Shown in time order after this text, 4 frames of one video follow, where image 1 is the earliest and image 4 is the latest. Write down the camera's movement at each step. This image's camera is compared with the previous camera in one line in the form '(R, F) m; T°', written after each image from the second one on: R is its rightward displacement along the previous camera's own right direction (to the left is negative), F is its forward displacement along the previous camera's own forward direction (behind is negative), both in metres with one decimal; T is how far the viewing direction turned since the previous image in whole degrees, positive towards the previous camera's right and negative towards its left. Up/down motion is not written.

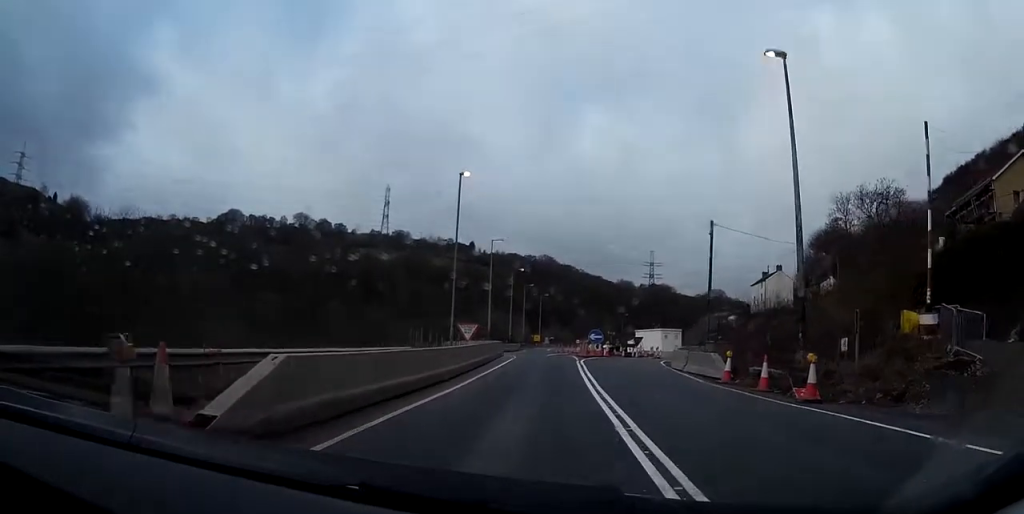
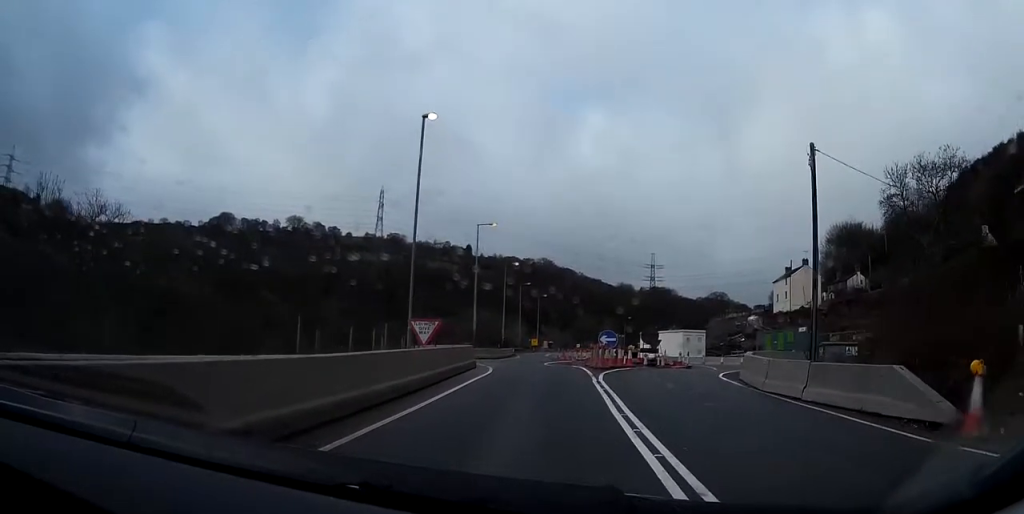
(+0.2, +14.2) m; +1°
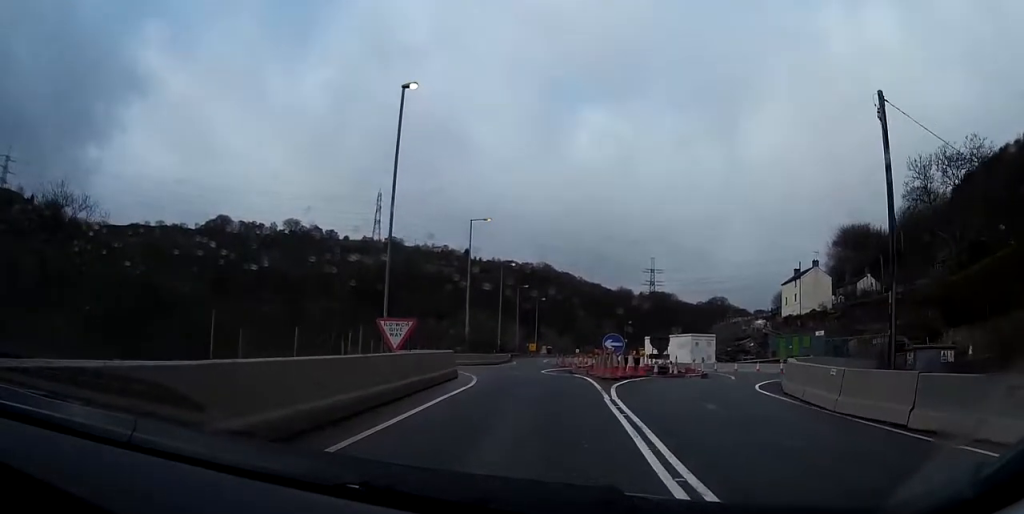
(0.0, +5.0) m; 0°
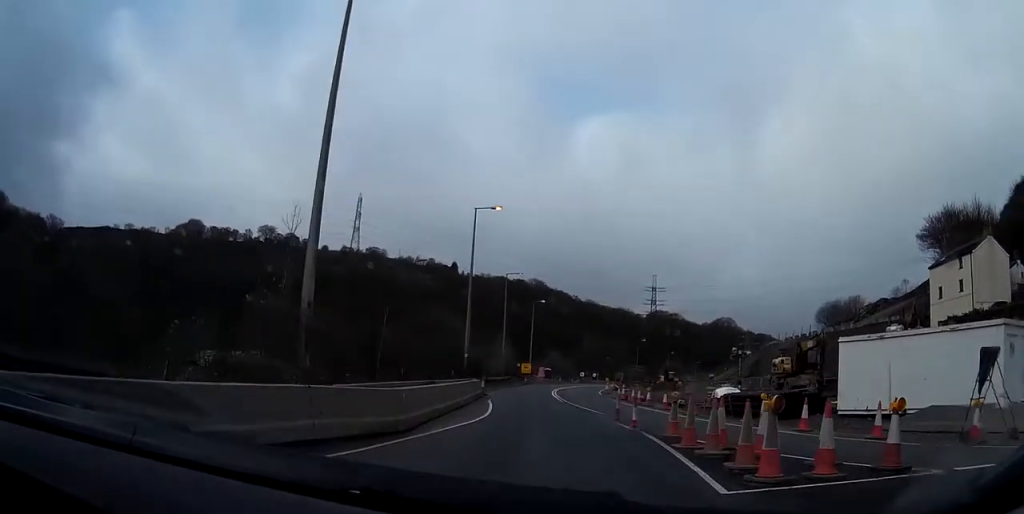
(-2.1, +46.6) m; 0°
